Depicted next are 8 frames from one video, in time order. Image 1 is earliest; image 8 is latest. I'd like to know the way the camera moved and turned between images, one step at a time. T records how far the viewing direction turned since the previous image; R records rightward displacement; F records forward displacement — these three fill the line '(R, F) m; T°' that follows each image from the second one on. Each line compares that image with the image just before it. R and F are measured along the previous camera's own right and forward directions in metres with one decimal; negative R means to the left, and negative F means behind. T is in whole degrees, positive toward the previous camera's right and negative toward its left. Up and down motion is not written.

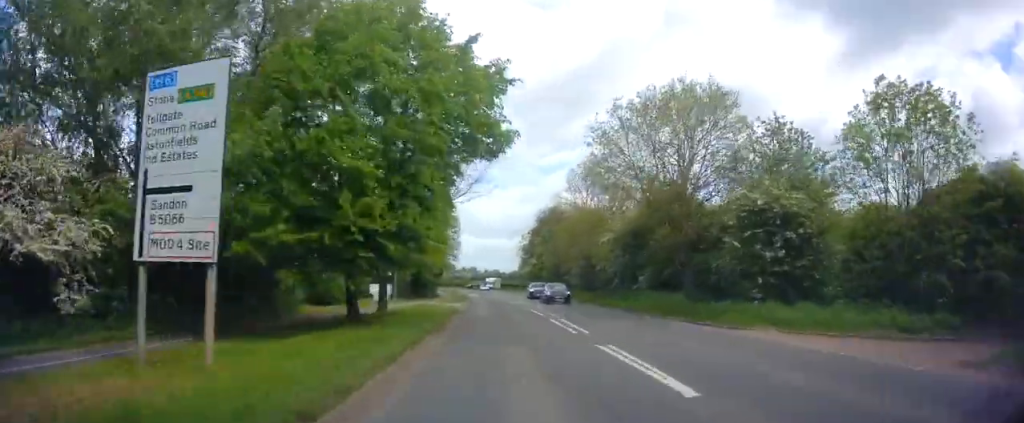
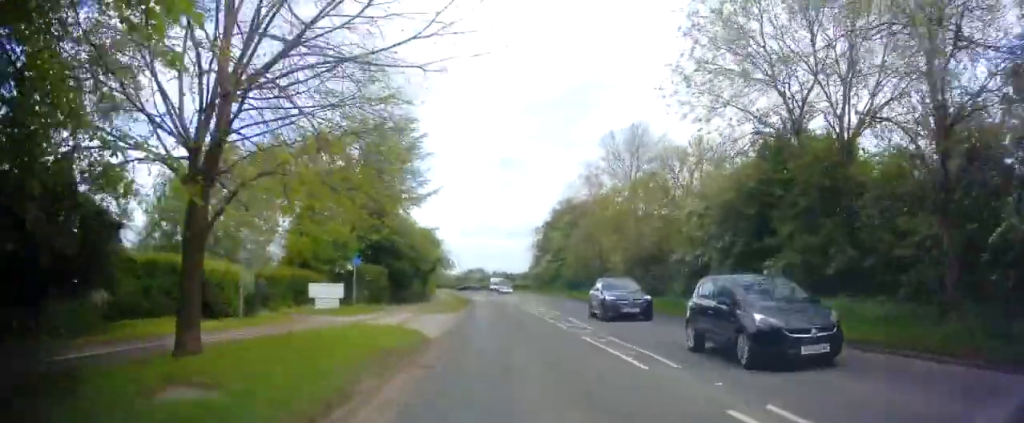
(-0.2, +16.2) m; -1°
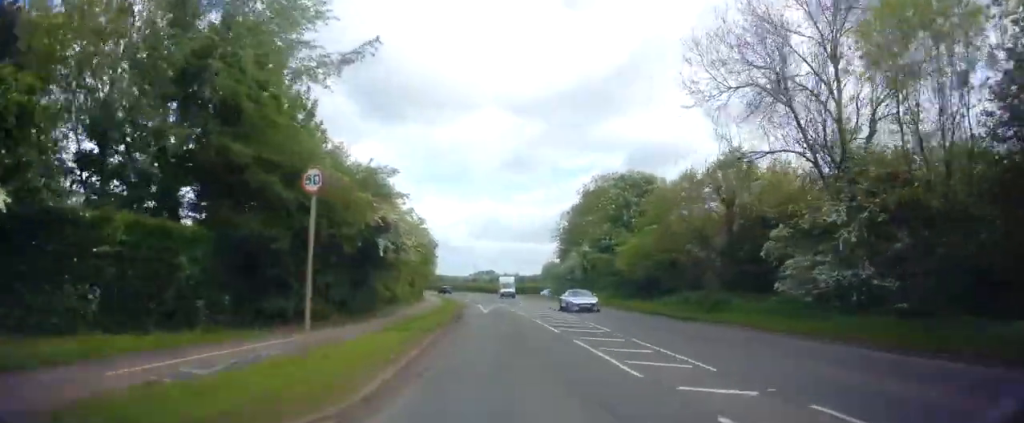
(-0.1, +27.4) m; 0°
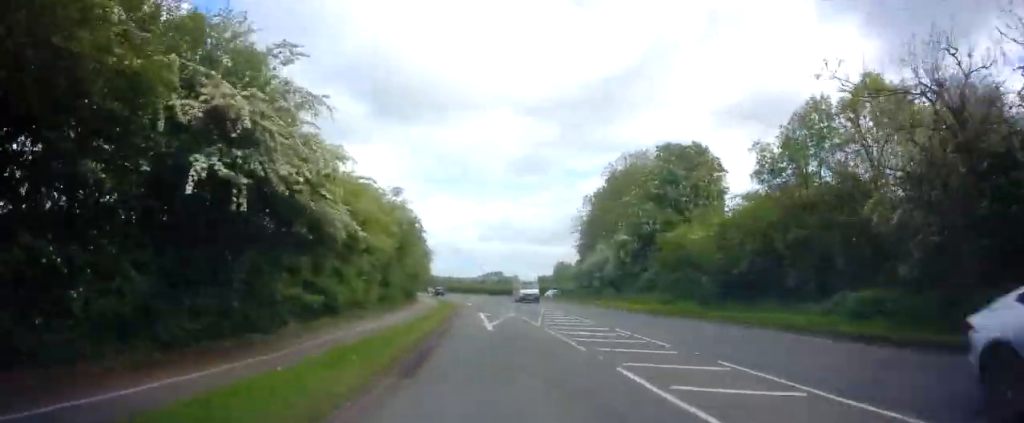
(0.0, +14.4) m; -1°
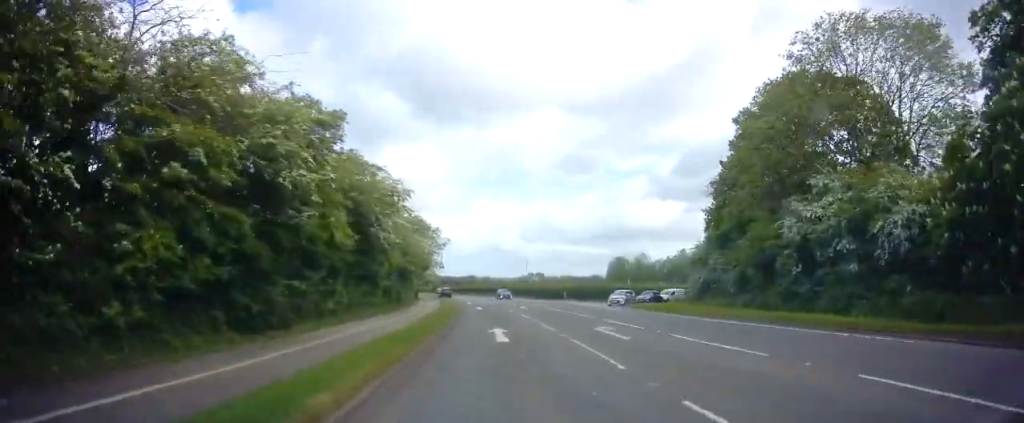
(-1.1, +38.5) m; -4°
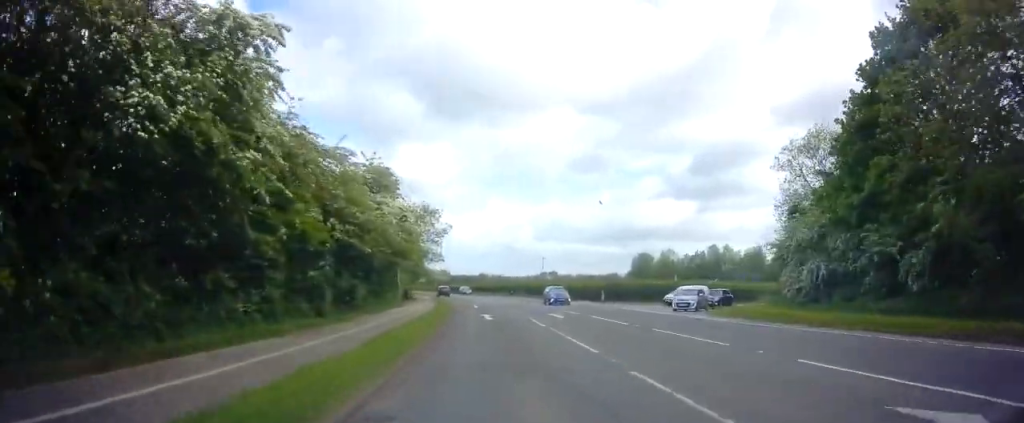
(-0.4, +15.7) m; -2°
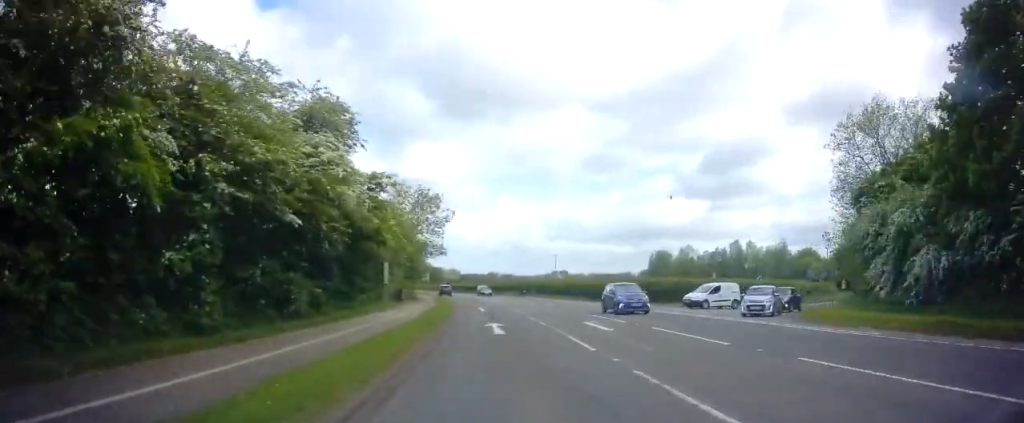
(-0.1, +8.8) m; -1°
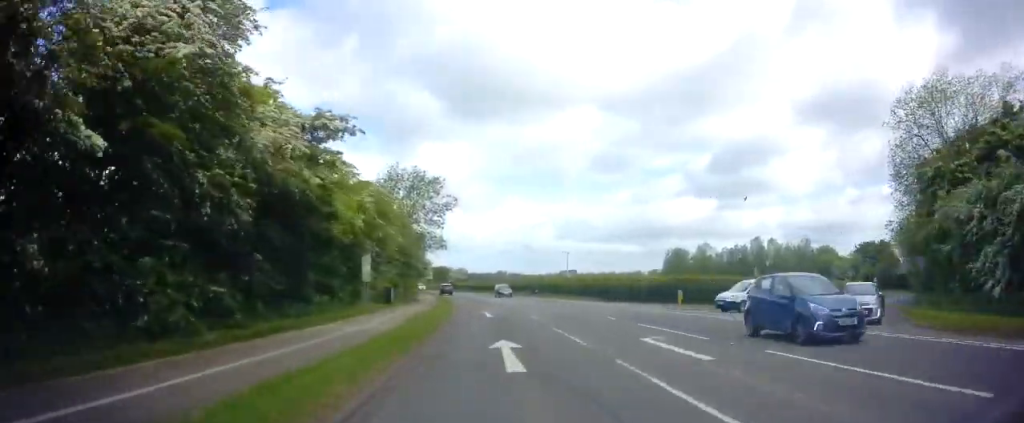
(0.0, +7.6) m; 0°
